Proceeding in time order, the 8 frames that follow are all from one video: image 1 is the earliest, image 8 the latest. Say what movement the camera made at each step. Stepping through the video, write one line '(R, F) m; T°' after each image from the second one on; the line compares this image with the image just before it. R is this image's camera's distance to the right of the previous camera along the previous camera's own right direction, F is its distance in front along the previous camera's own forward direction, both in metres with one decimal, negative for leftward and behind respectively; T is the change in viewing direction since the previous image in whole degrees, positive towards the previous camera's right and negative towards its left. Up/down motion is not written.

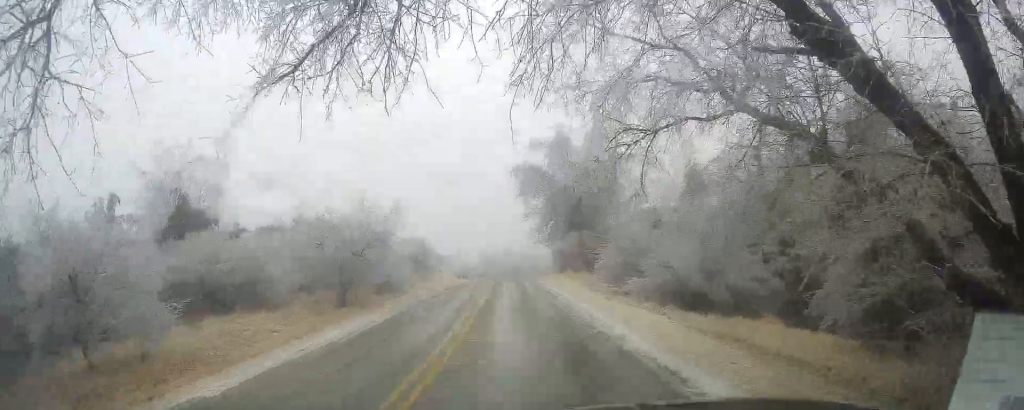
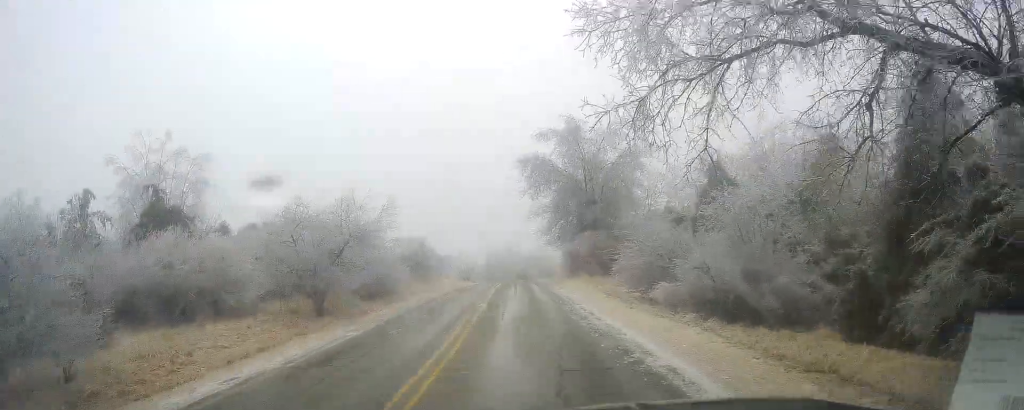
(+0.2, +4.1) m; -1°
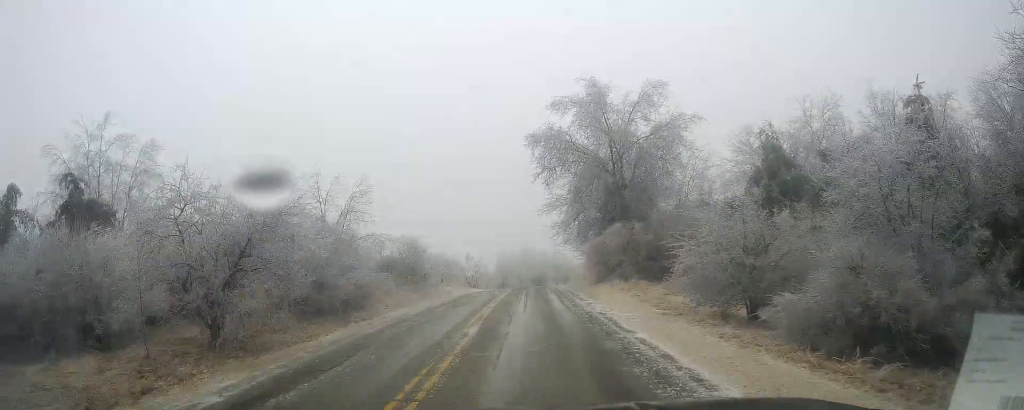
(-0.4, +9.3) m; -4°
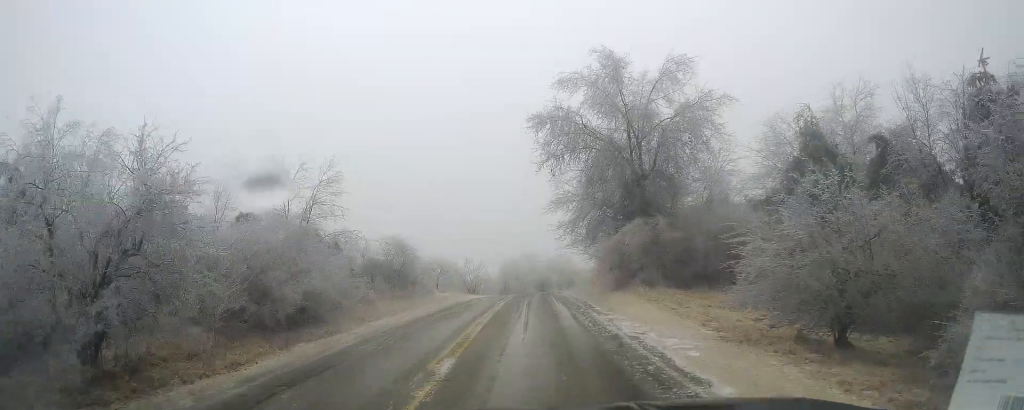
(-0.1, +5.4) m; -1°
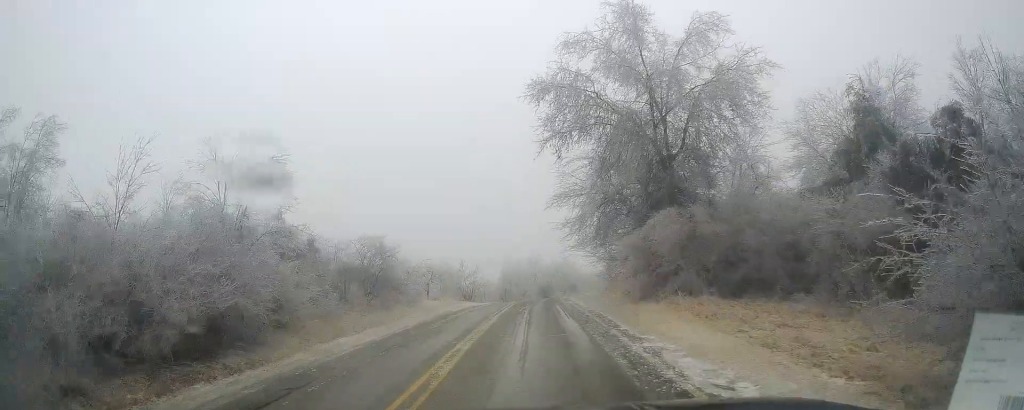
(0.0, +5.9) m; 0°
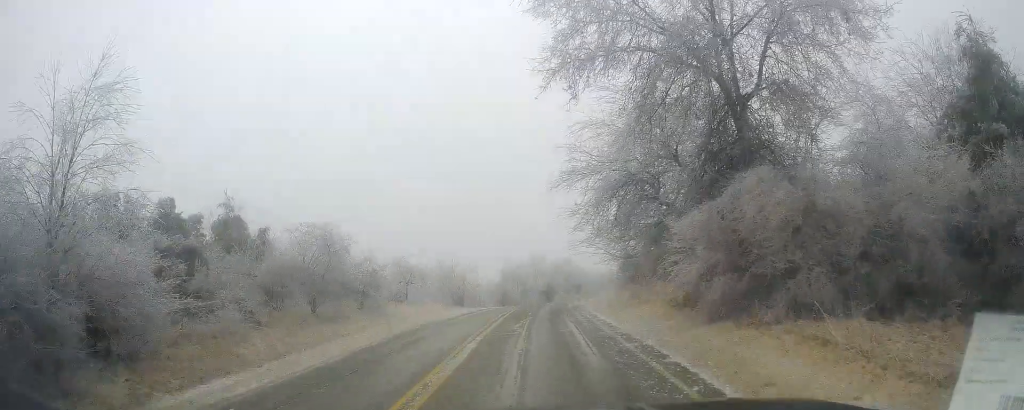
(0.0, +8.9) m; -1°
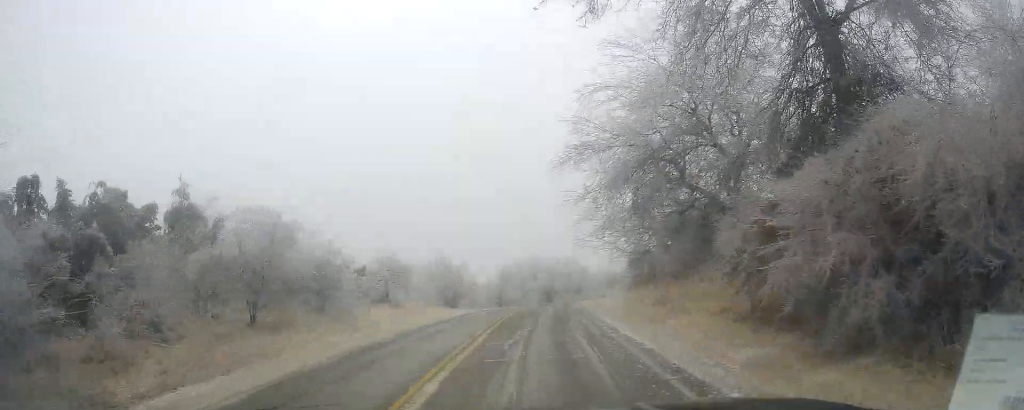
(-0.1, +5.8) m; +1°
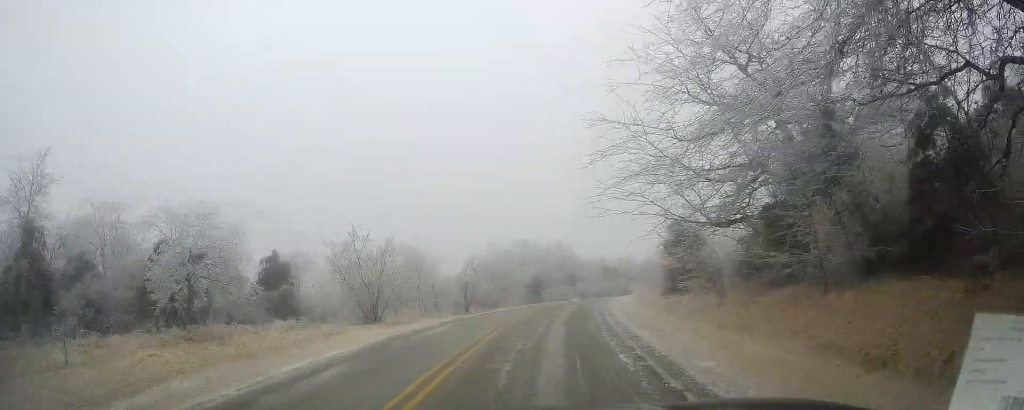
(+0.1, +21.4) m; +1°
